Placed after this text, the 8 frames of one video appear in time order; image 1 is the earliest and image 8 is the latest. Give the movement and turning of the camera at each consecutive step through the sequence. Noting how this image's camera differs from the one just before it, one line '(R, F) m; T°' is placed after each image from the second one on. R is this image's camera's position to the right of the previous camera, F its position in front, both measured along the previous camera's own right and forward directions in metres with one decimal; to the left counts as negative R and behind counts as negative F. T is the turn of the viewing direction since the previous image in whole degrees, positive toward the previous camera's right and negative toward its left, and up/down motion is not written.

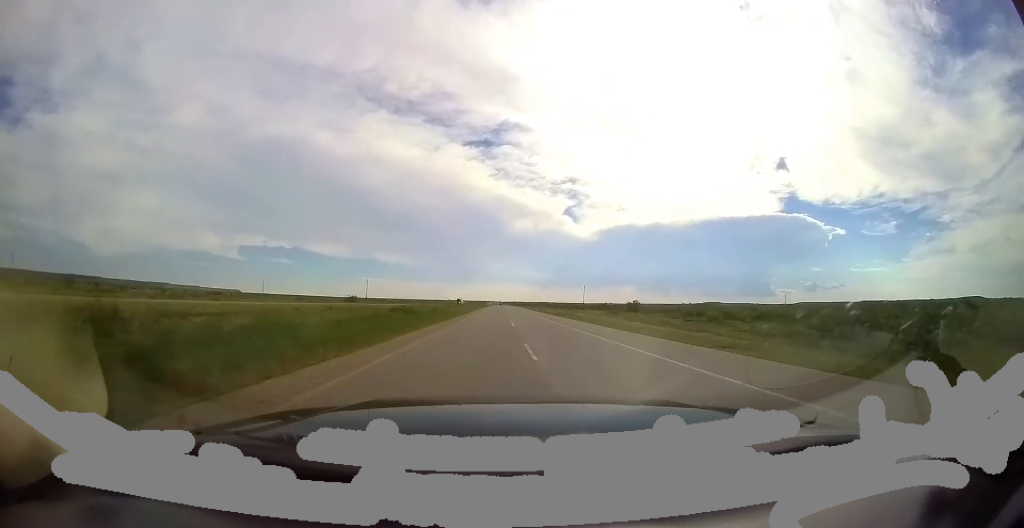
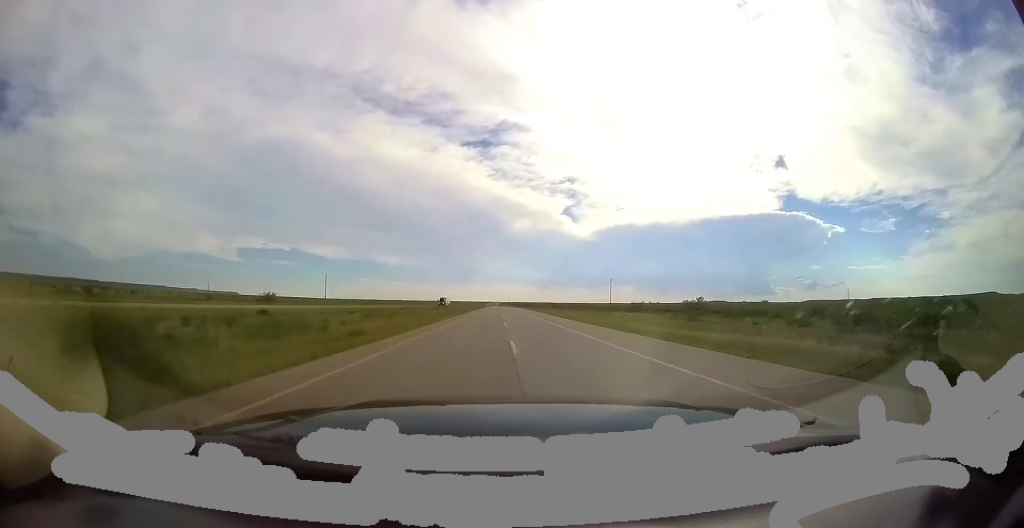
(+0.4, +36.0) m; 0°
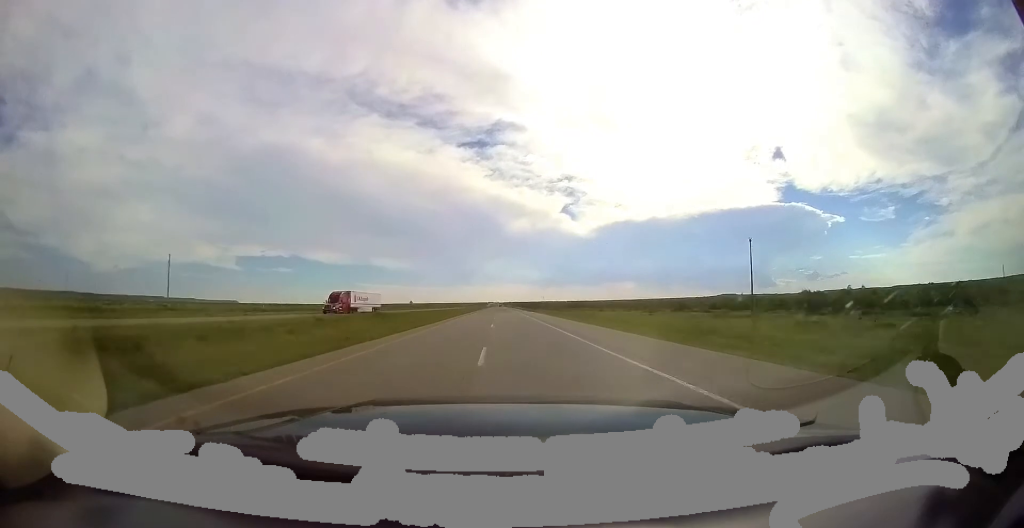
(-0.7, +62.4) m; -1°
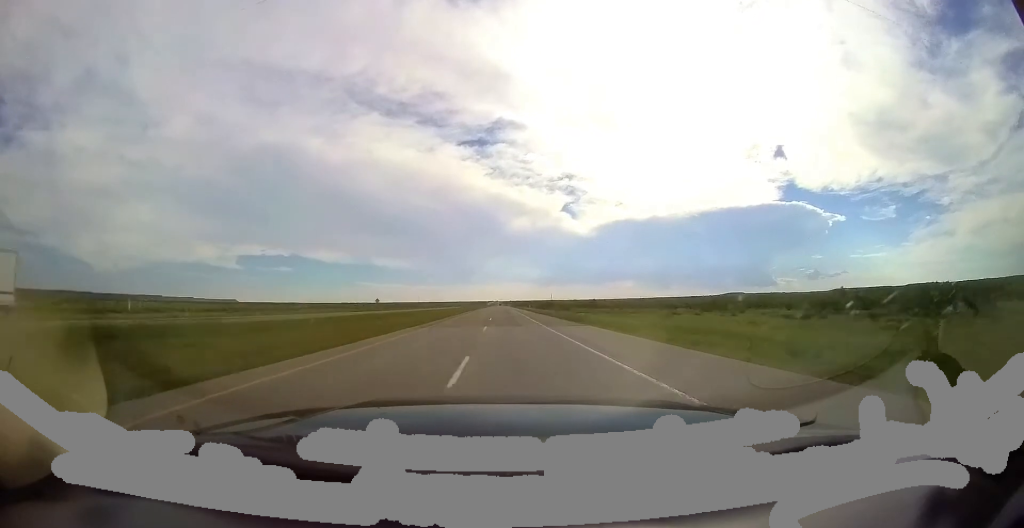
(-0.1, +38.4) m; 0°
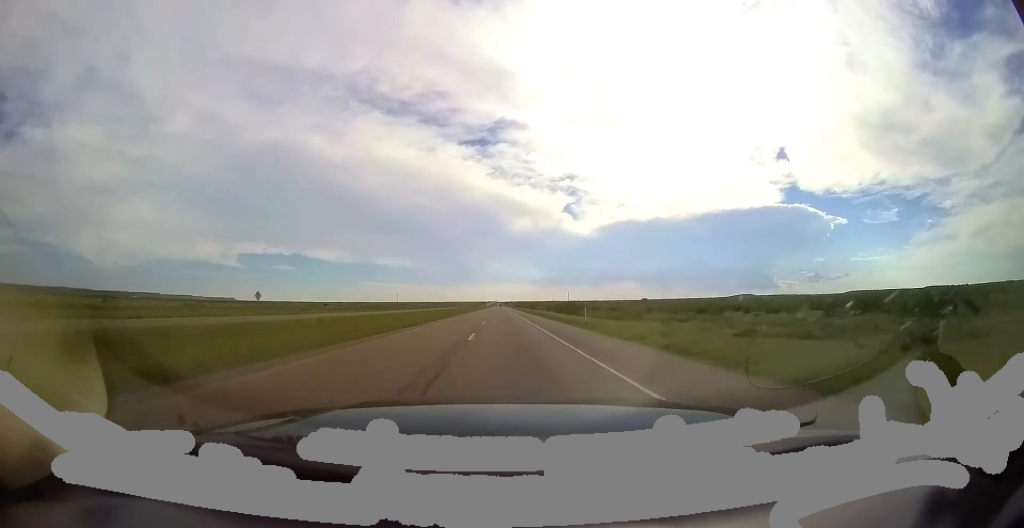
(-0.1, +52.9) m; 0°
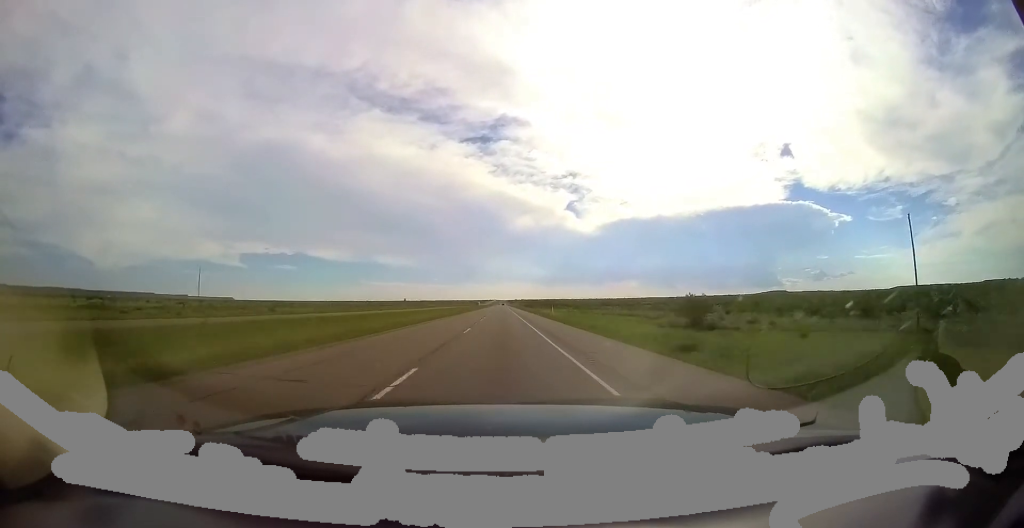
(-0.2, +142.2) m; -1°
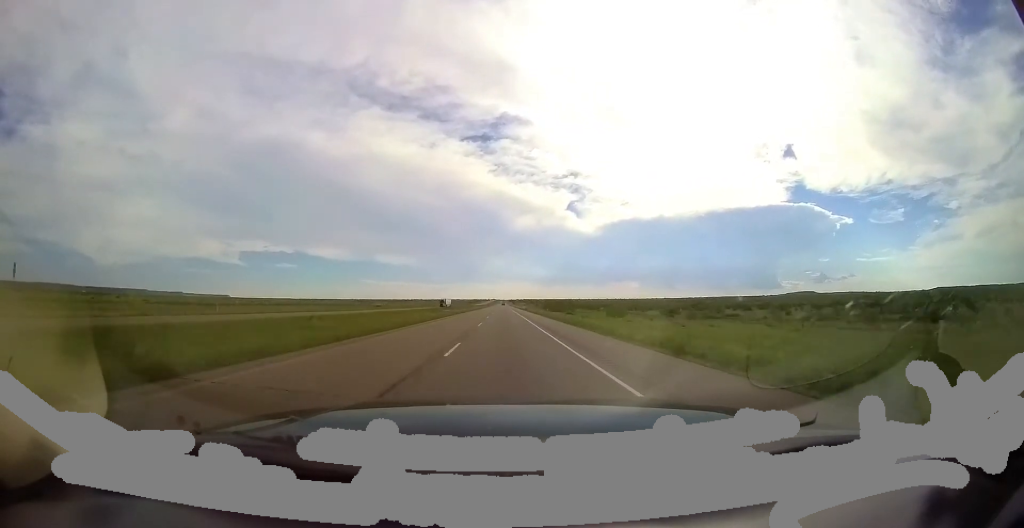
(+0.3, +116.1) m; 0°
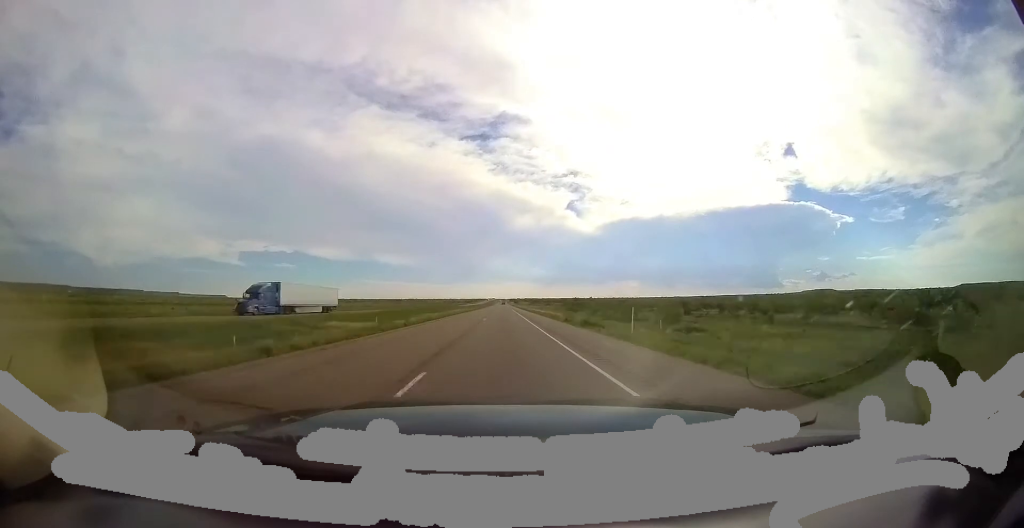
(-0.2, +65.5) m; 0°
